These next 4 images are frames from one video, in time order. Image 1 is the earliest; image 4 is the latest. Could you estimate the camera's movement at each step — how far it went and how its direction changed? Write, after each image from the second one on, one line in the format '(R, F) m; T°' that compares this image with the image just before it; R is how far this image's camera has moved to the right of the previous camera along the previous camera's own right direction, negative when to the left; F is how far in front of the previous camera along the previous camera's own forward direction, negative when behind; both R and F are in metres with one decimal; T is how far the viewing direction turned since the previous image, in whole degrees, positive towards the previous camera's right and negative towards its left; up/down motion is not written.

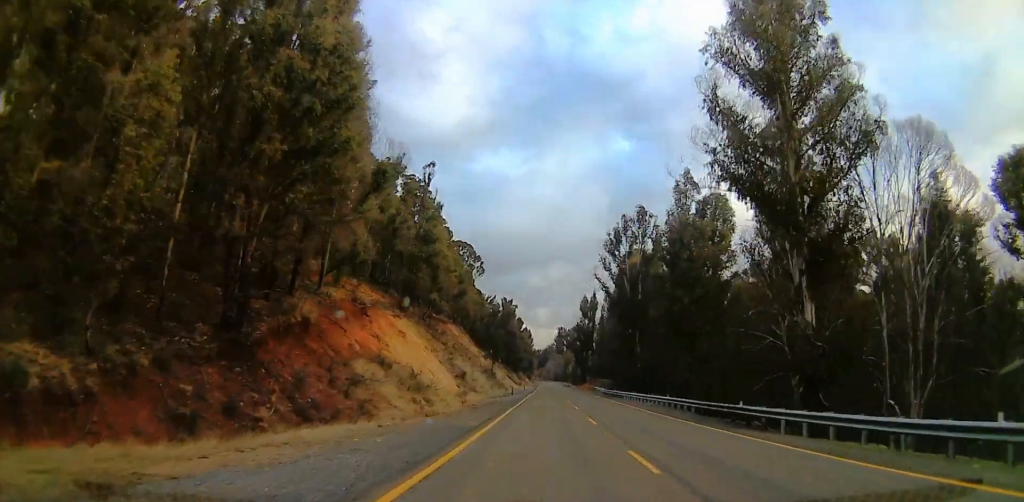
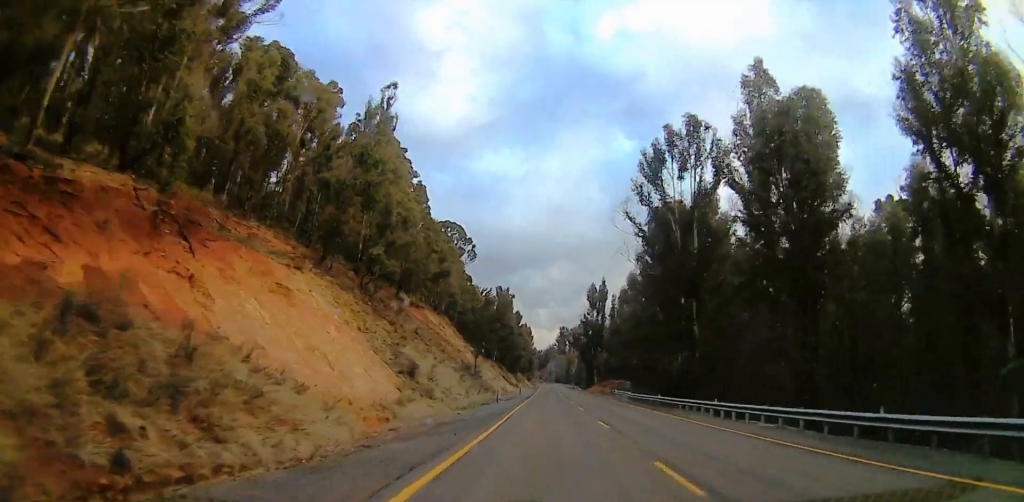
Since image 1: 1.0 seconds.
(0.0, +21.9) m; +1°
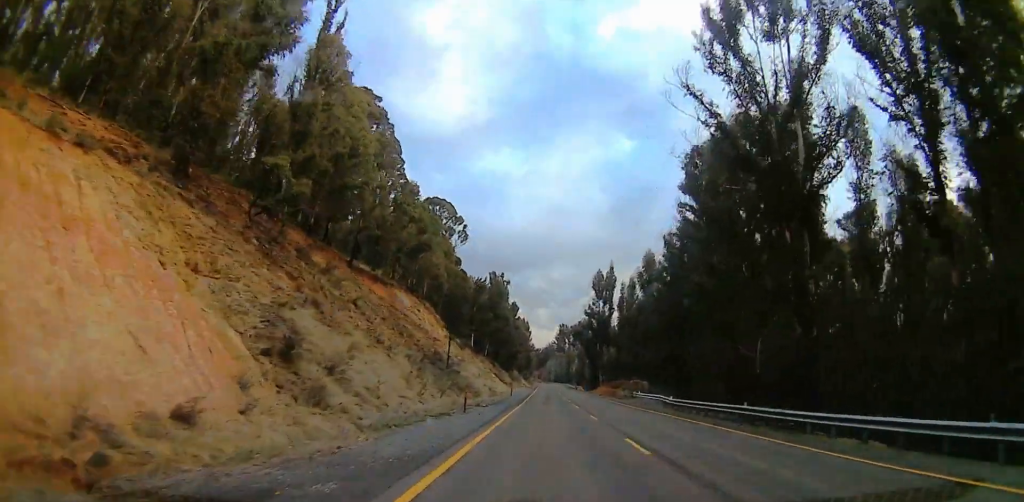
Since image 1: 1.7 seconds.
(-0.1, +17.0) m; +2°
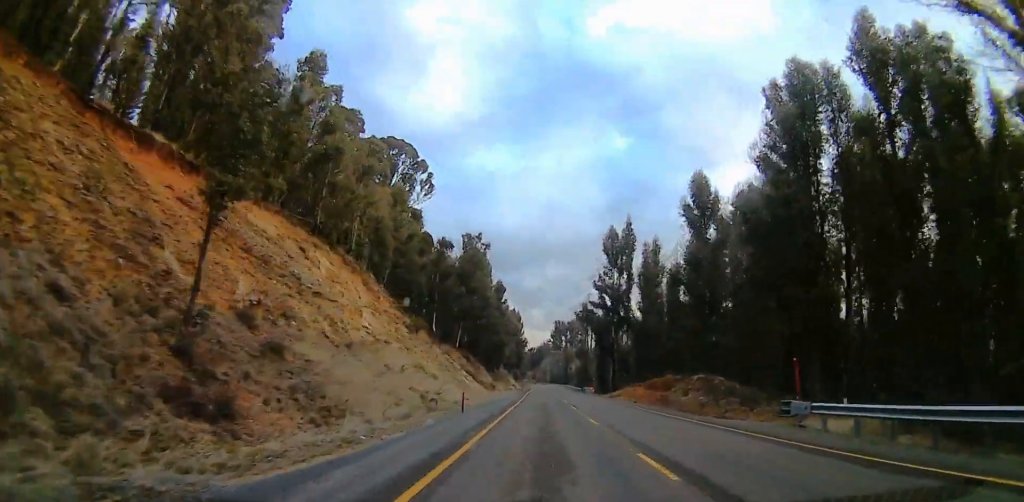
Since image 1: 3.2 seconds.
(+0.3, +37.1) m; -2°
